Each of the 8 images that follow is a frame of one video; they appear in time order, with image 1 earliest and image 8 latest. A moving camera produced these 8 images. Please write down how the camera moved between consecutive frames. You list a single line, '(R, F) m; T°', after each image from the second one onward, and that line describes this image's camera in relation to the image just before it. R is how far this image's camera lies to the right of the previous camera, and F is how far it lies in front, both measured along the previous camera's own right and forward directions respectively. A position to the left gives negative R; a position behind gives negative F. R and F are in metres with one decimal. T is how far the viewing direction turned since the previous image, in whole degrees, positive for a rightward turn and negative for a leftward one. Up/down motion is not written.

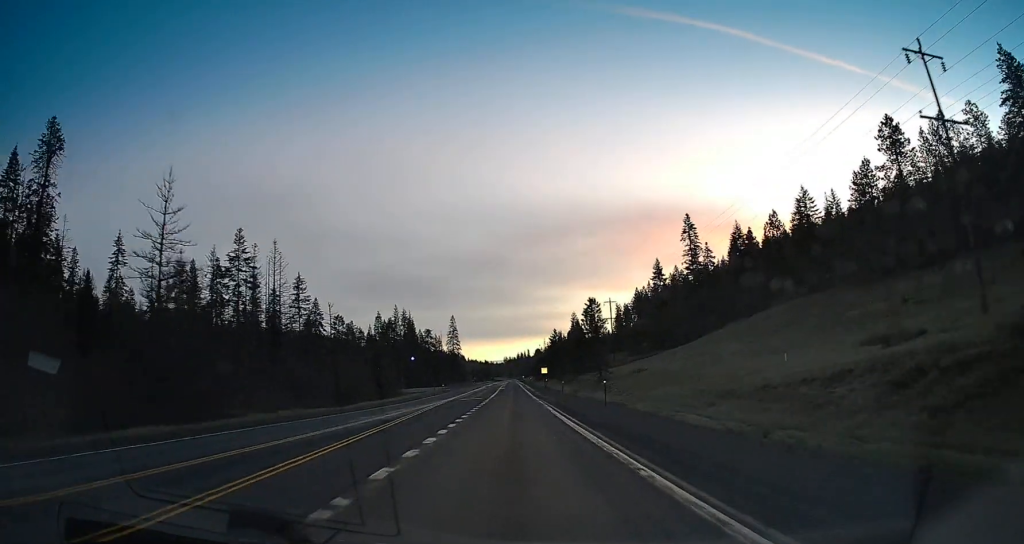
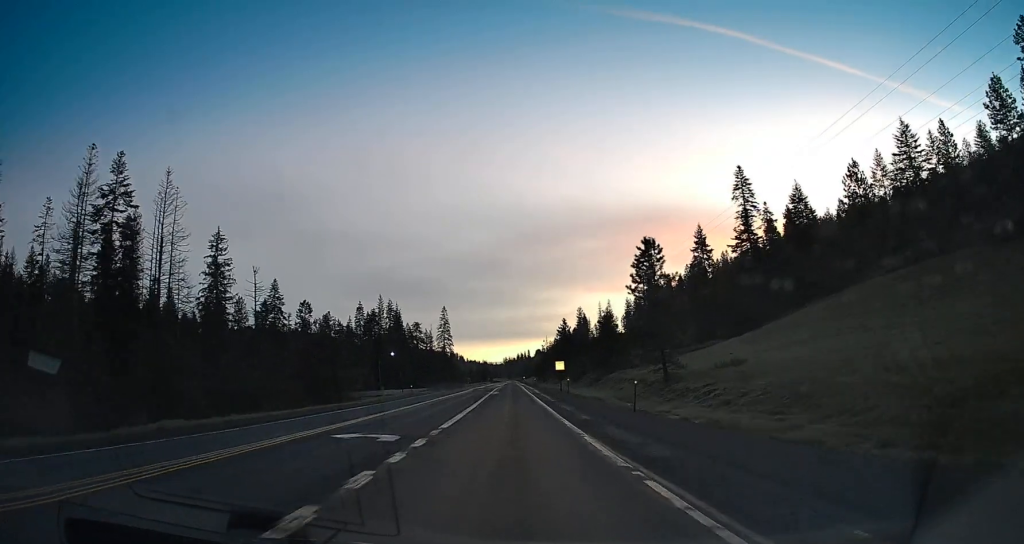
(-0.2, +38.4) m; -1°
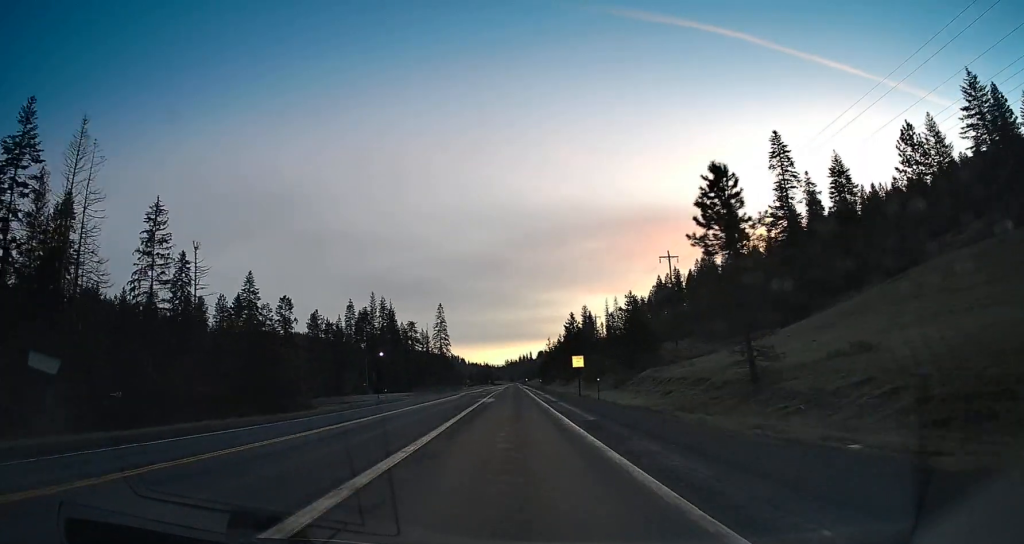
(-0.1, +18.6) m; 0°
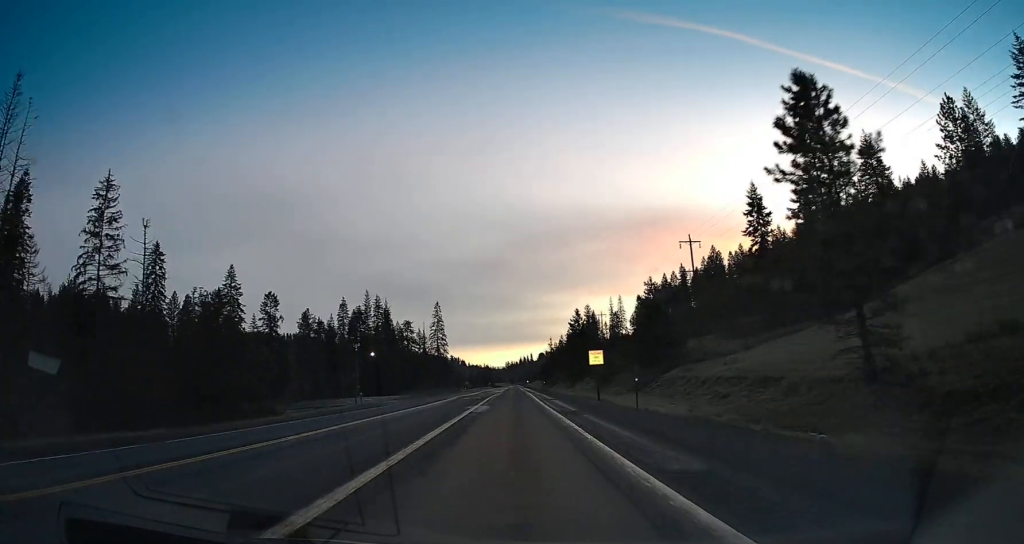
(0.0, +11.5) m; 0°
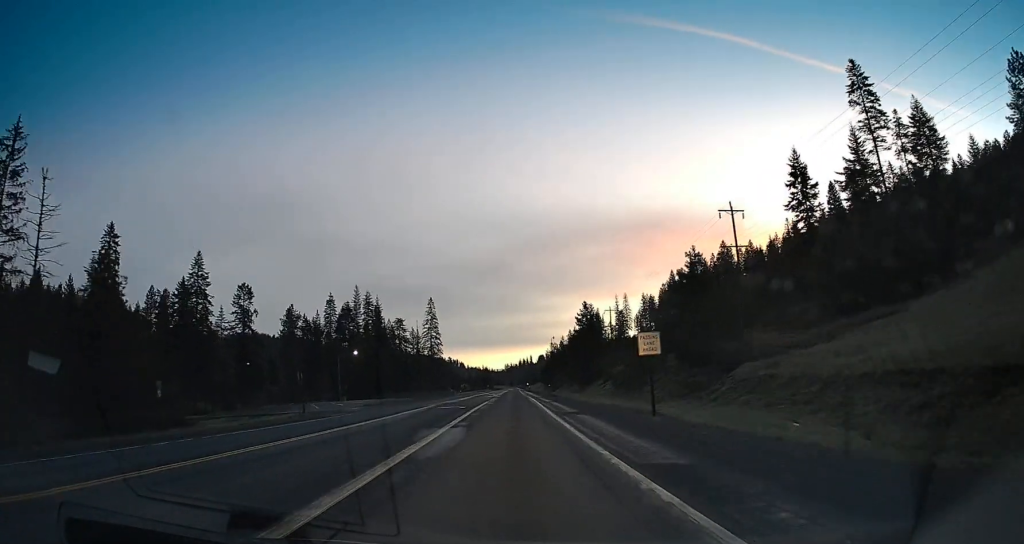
(0.0, +16.8) m; 0°
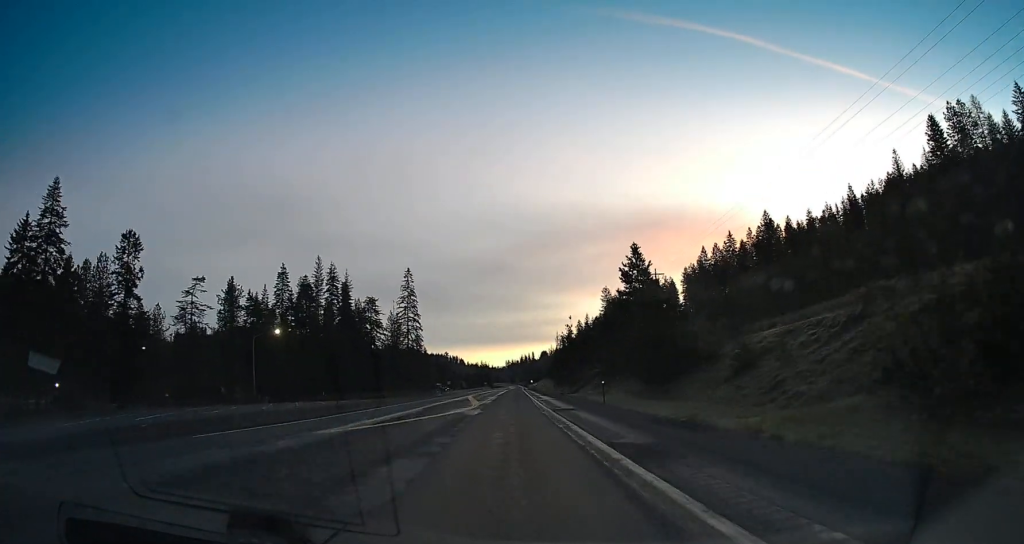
(0.0, +50.5) m; 0°
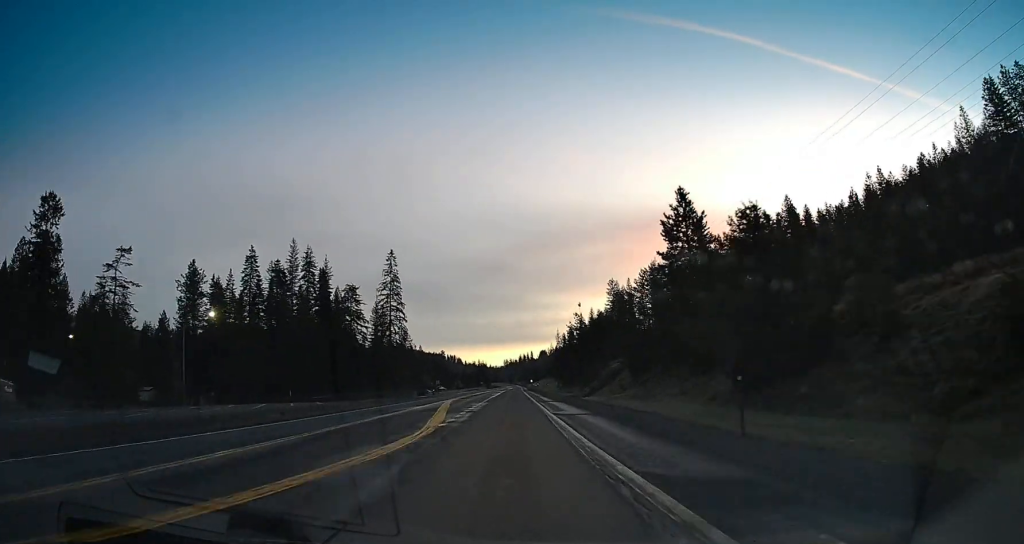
(0.0, +22.2) m; 0°
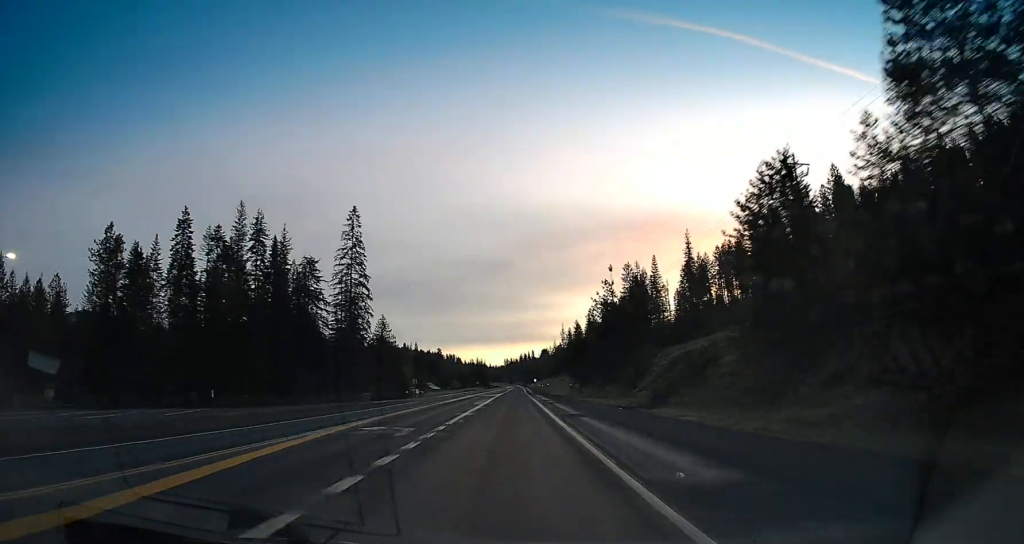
(0.0, +36.3) m; 0°
